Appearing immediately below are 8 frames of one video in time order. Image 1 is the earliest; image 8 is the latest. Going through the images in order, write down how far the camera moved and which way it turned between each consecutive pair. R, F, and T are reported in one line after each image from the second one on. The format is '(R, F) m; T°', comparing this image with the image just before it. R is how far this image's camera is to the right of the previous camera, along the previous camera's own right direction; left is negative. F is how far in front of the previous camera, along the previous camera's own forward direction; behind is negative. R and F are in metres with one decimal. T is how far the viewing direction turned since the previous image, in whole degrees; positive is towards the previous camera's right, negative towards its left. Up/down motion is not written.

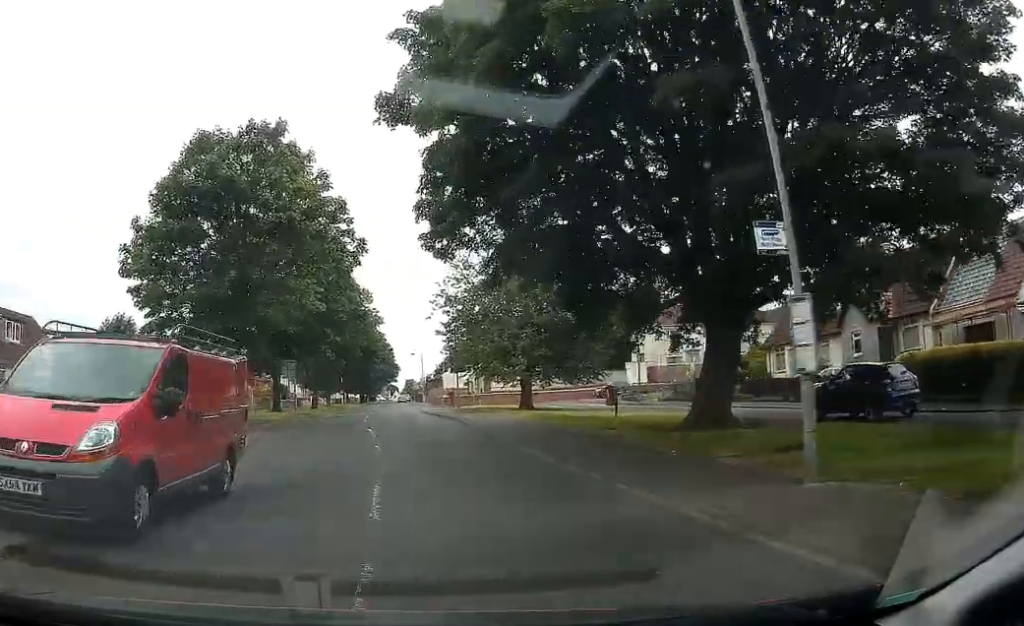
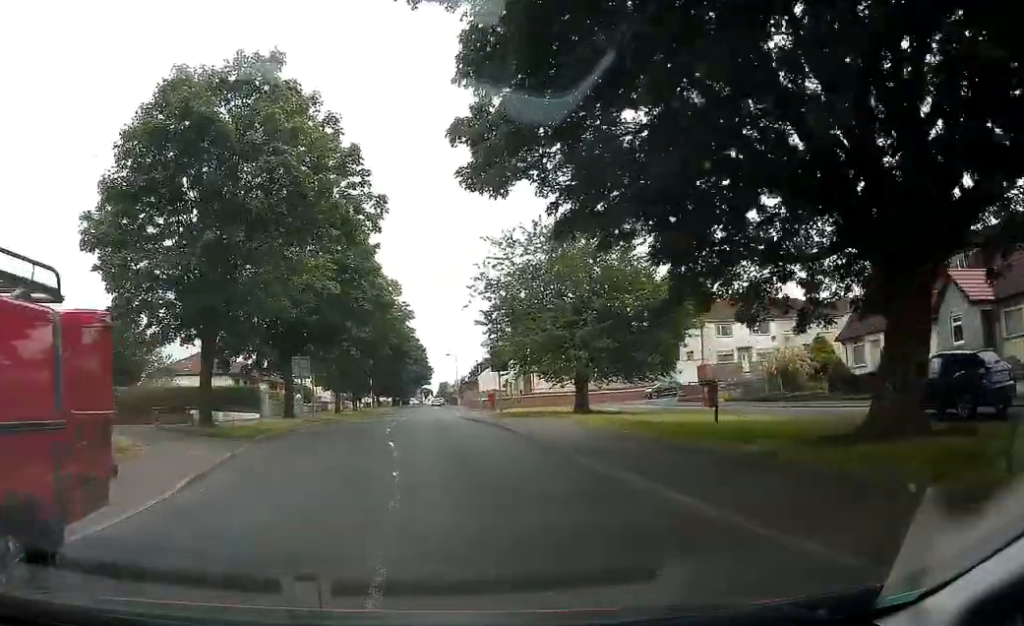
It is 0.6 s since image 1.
(-0.2, +6.1) m; -1°
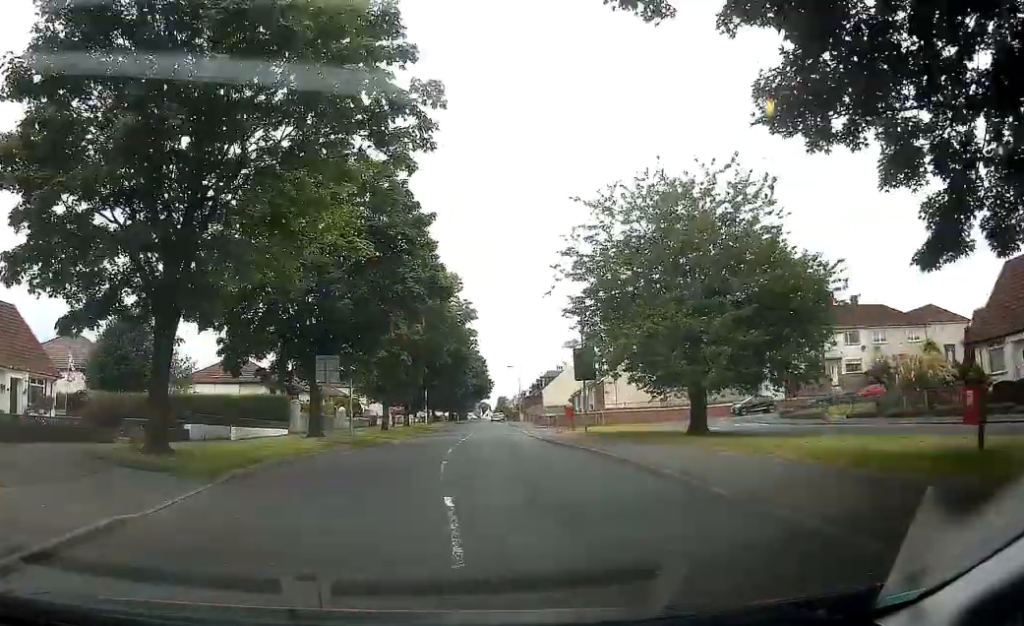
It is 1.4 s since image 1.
(+0.1, +8.2) m; -1°
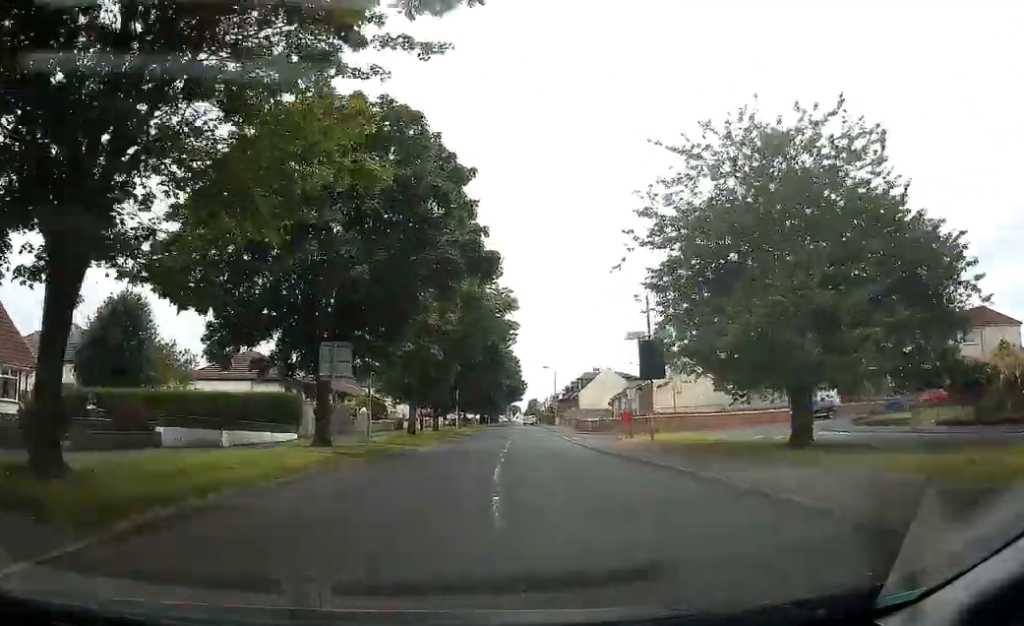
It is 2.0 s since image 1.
(0.0, +5.8) m; -1°
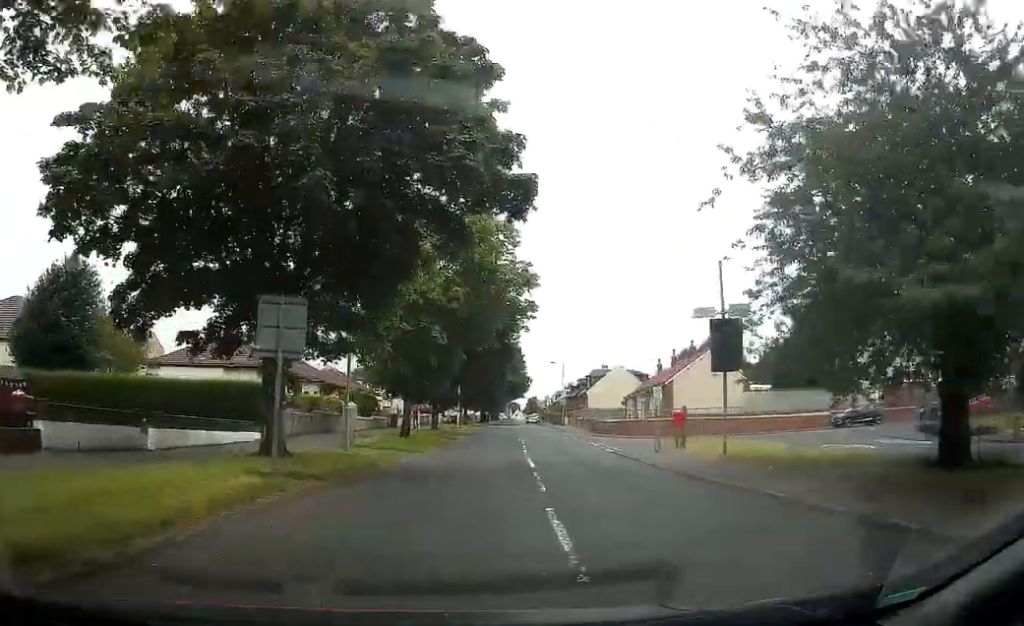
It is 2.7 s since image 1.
(-0.3, +7.1) m; -1°
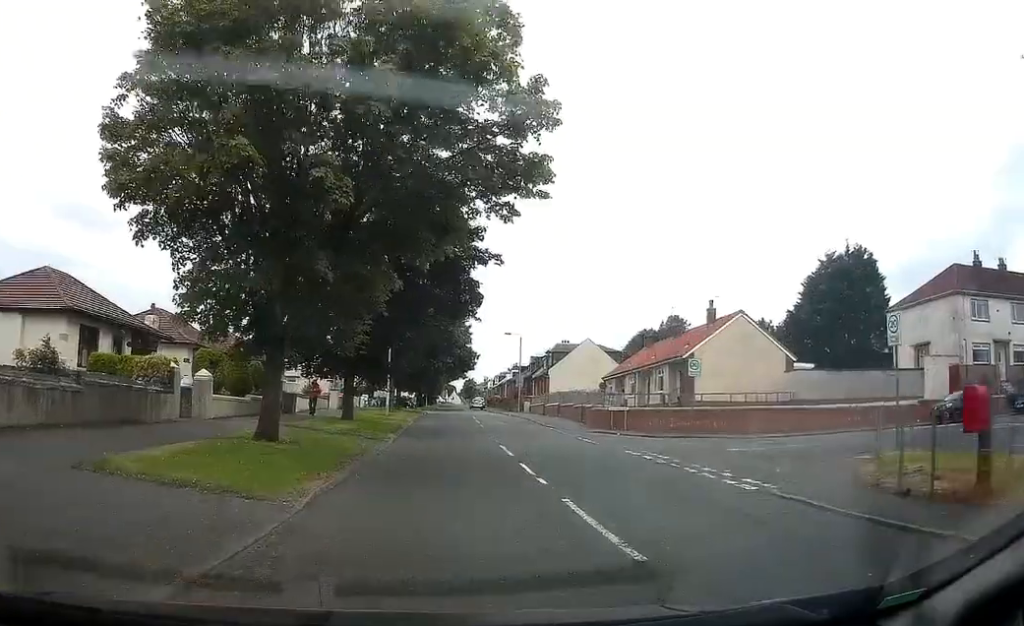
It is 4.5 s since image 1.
(+0.3, +17.2) m; +3°
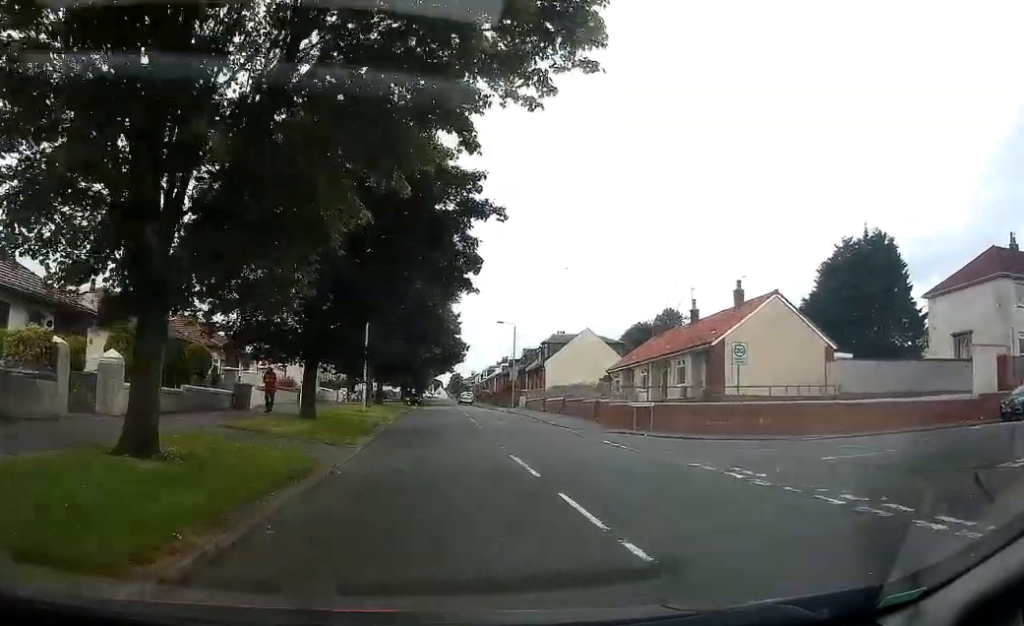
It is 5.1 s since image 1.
(+0.1, +6.3) m; +2°
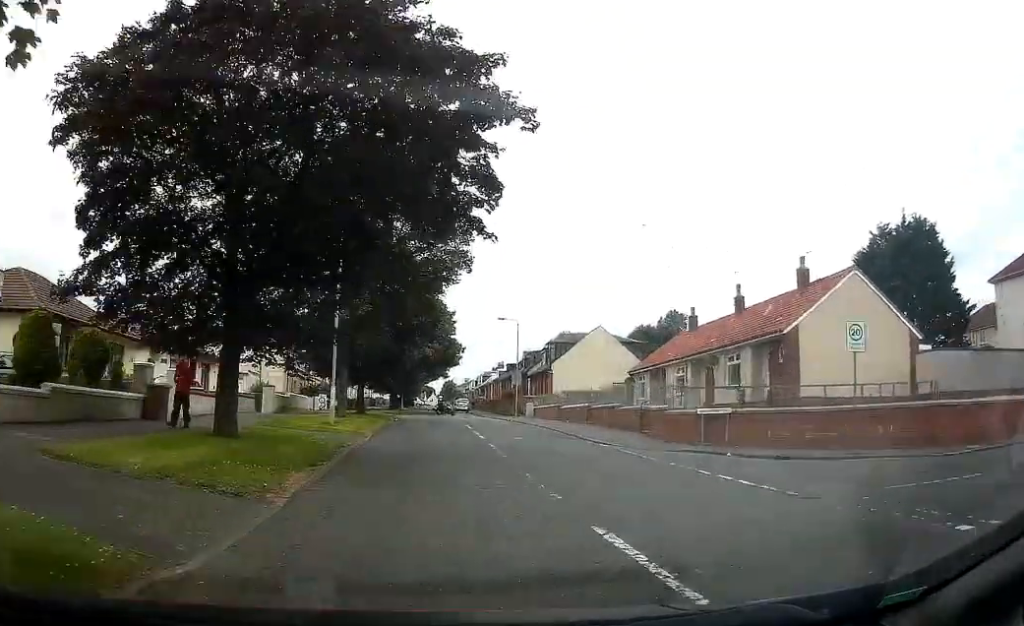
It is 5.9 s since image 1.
(+0.2, +8.3) m; +1°
